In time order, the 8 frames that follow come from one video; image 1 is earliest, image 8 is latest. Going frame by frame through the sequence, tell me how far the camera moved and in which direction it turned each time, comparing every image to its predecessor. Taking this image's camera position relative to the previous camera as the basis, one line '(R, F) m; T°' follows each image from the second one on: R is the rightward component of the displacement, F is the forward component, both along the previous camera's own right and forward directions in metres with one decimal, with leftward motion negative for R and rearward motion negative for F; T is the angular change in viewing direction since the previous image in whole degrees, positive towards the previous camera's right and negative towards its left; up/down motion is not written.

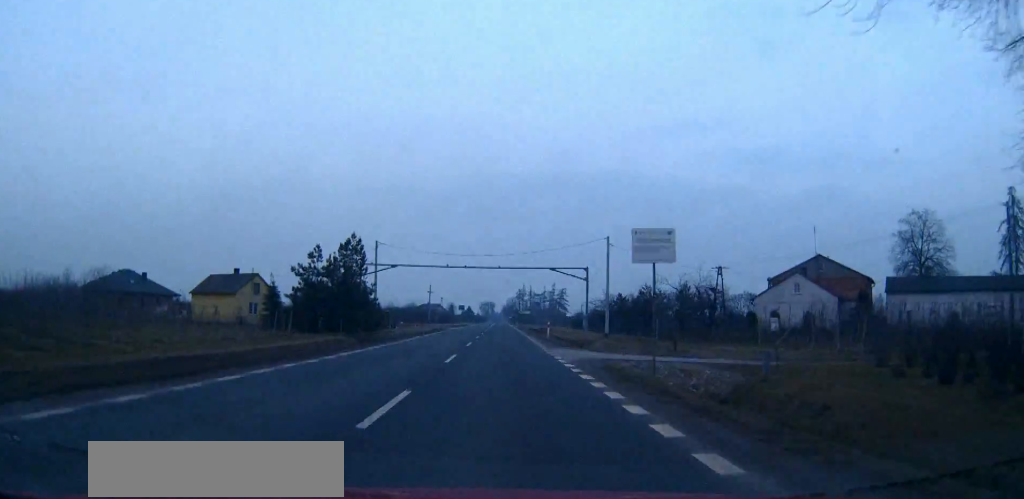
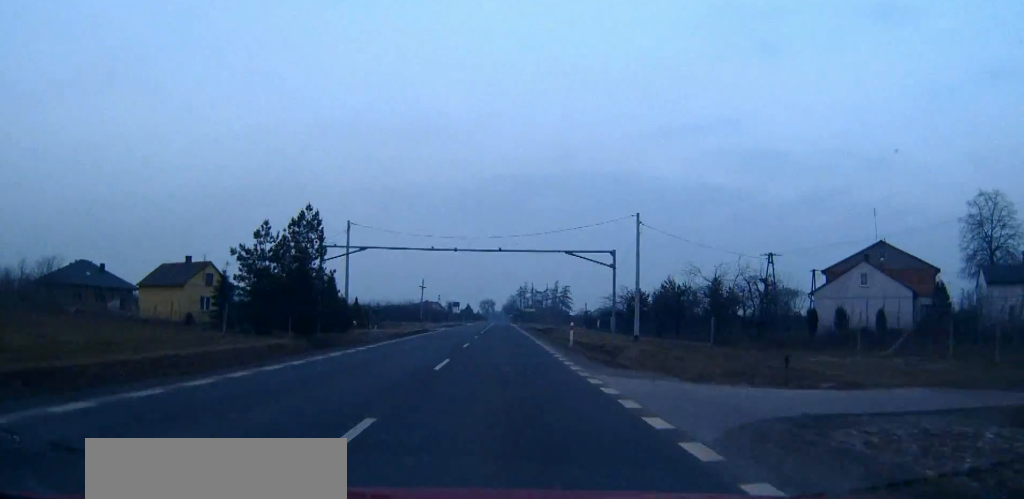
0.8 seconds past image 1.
(0.0, +15.3) m; 0°
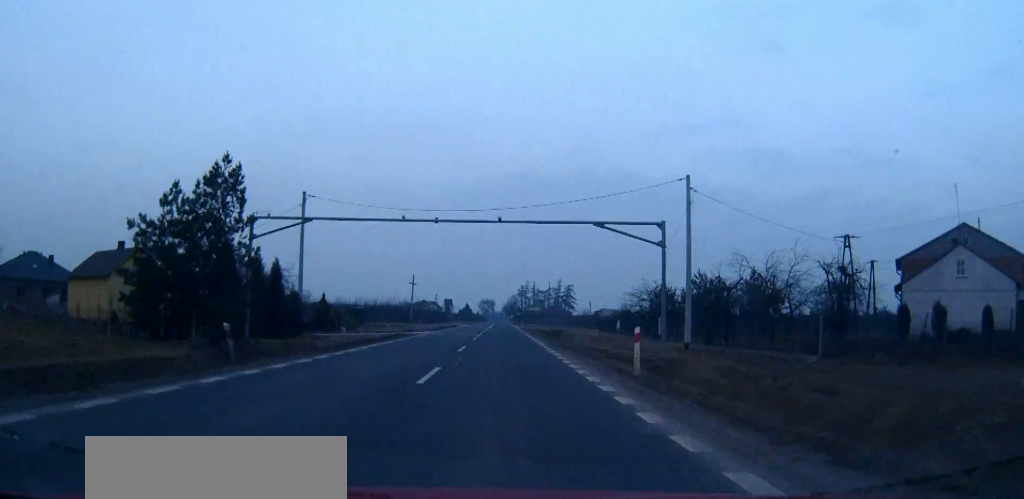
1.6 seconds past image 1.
(0.0, +15.3) m; 0°
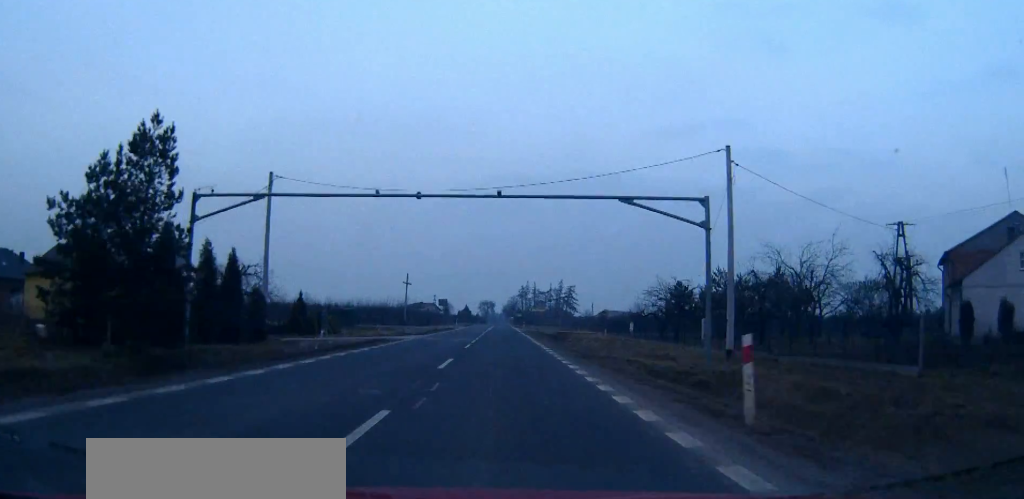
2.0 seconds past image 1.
(0.0, +7.7) m; 0°
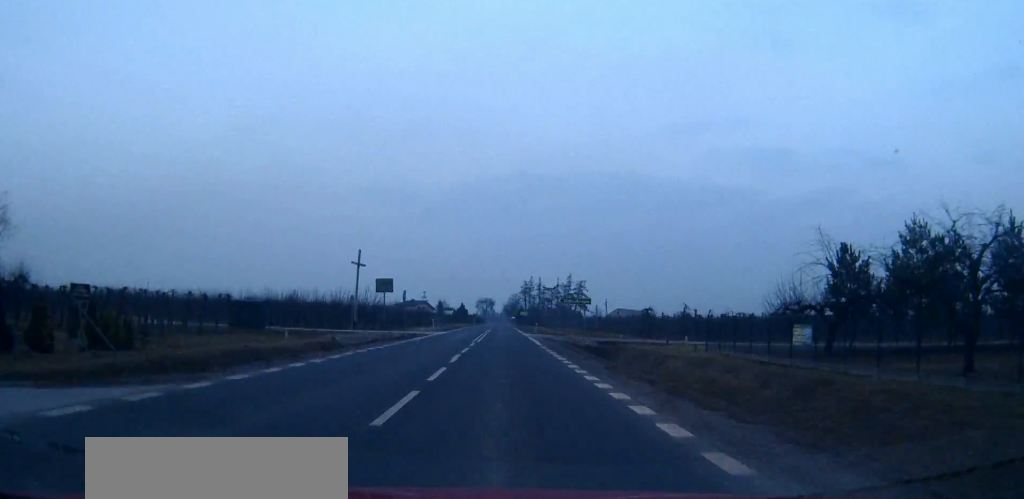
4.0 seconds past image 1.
(0.0, +39.2) m; 0°
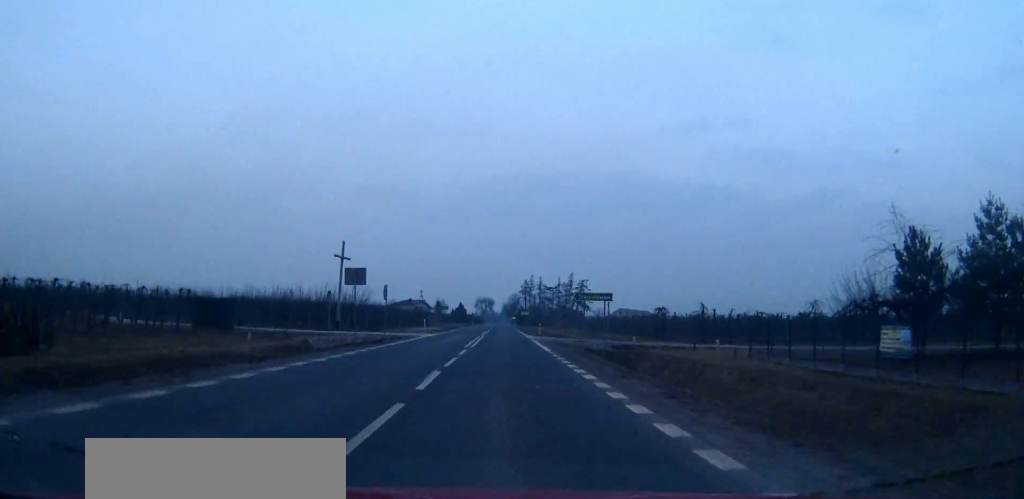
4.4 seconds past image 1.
(0.0, +7.7) m; 0°
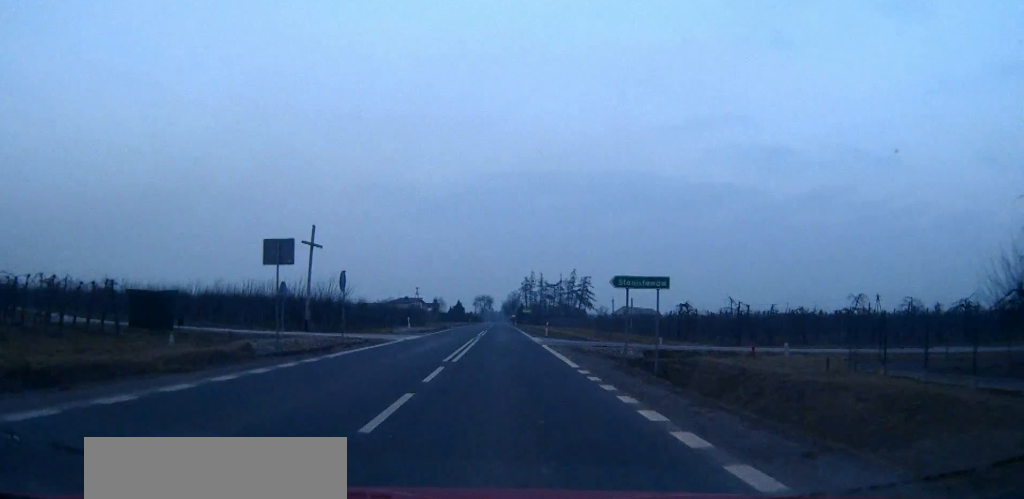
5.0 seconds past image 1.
(0.0, +10.9) m; 0°
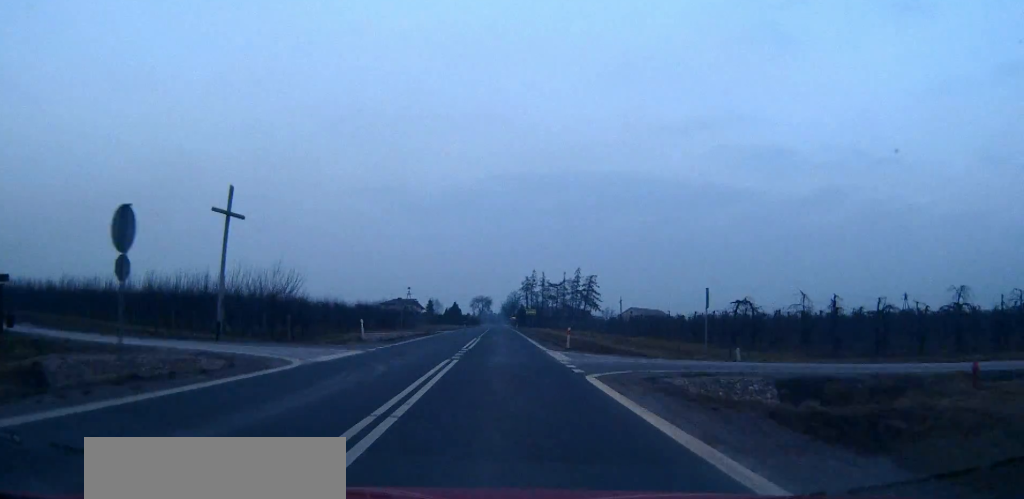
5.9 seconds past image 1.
(0.0, +18.1) m; 0°
